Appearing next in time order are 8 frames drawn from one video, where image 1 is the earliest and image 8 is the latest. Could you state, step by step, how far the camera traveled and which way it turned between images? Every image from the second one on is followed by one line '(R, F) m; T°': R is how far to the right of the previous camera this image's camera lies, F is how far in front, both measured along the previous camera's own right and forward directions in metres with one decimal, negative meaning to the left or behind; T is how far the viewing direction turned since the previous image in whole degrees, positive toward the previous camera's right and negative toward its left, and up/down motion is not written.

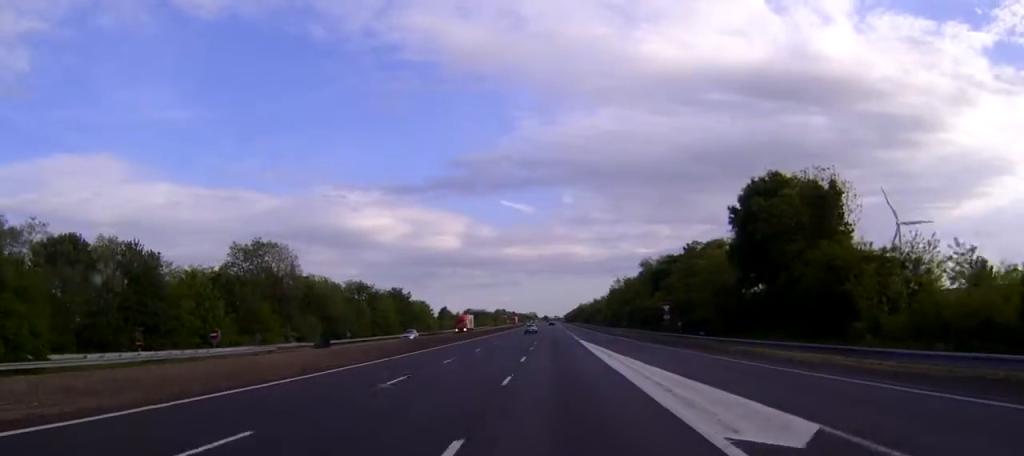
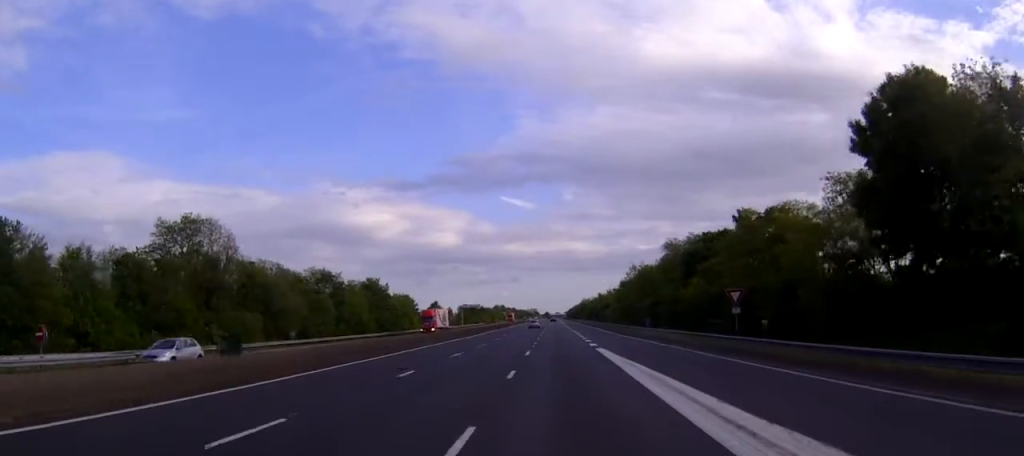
(0.0, +24.6) m; 0°
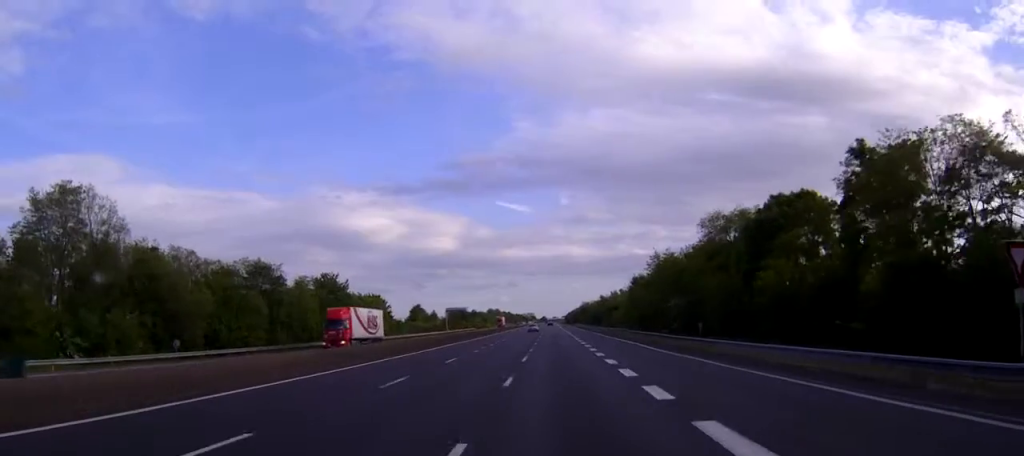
(0.0, +27.3) m; 0°
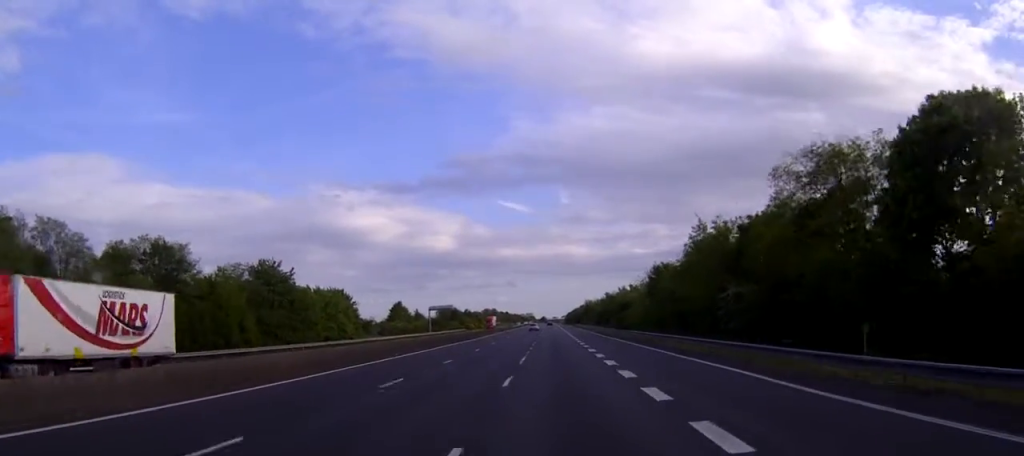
(+0.1, +26.4) m; 0°
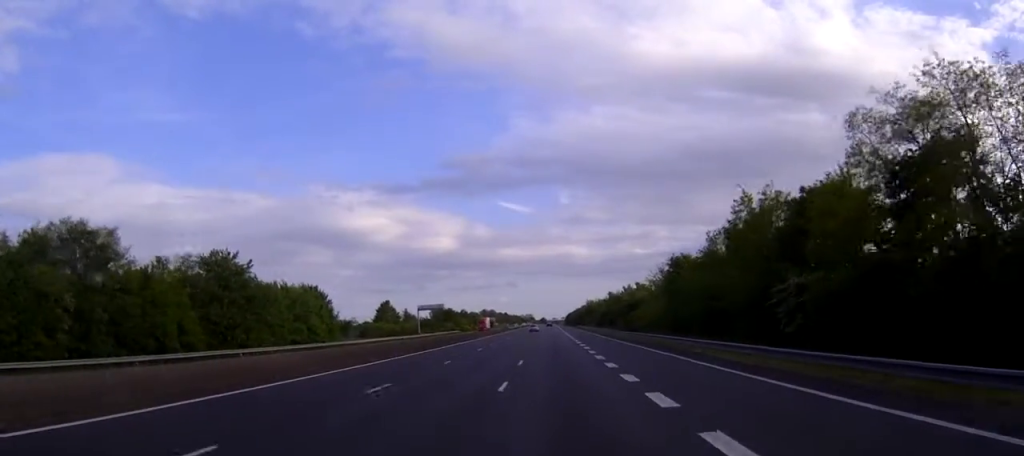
(0.0, +14.2) m; 0°
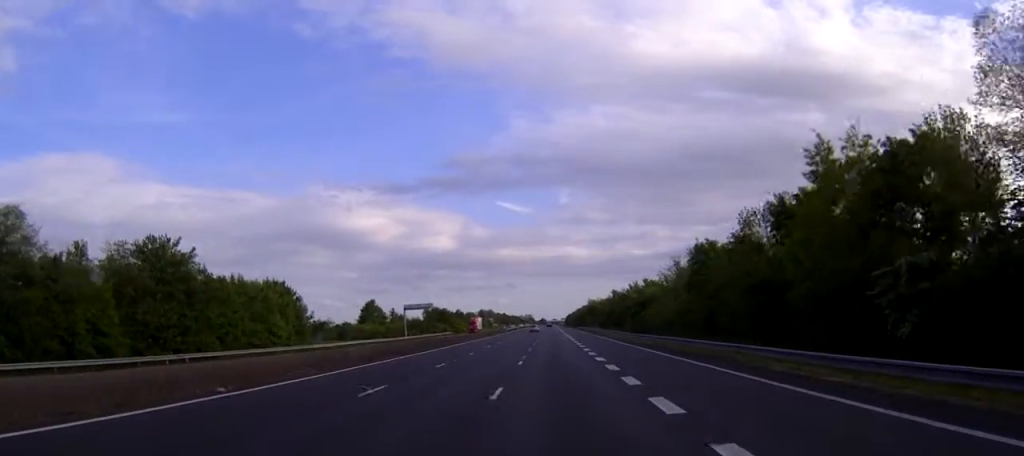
(0.0, +14.2) m; 0°
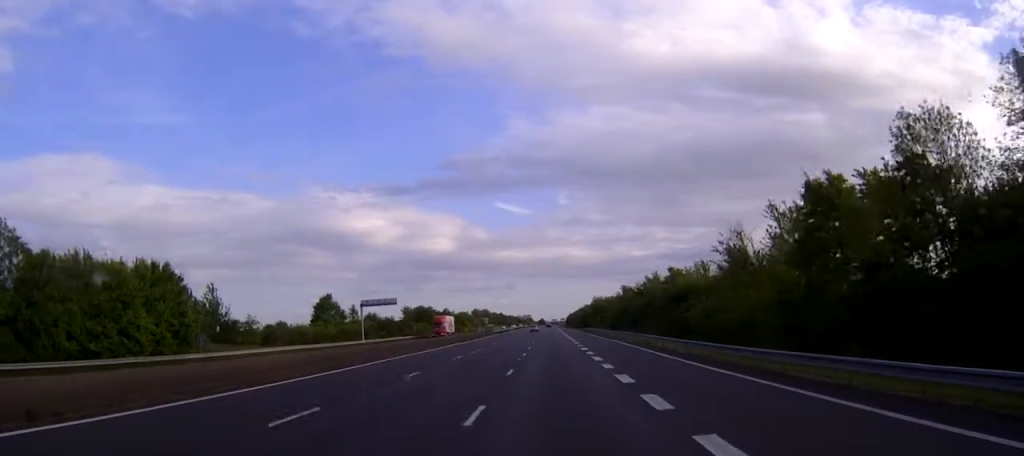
(+0.1, +32.1) m; 0°
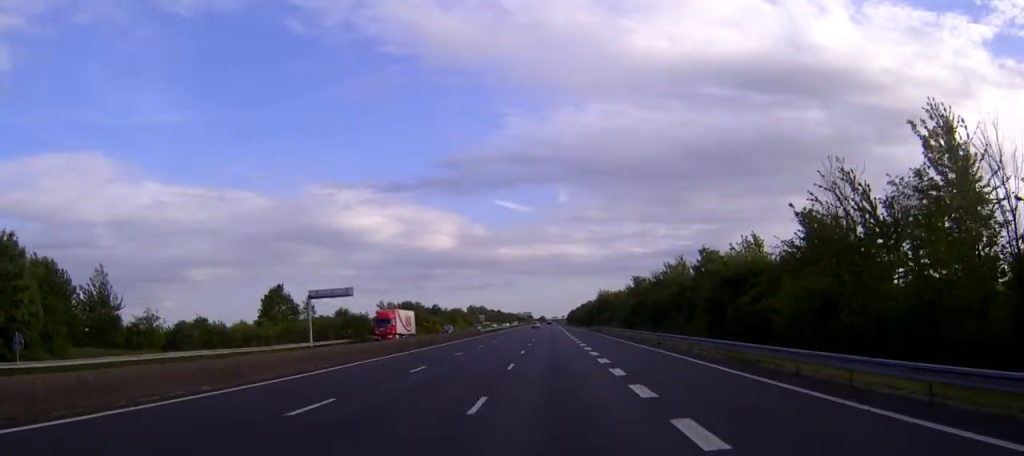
(0.0, +24.5) m; 0°
